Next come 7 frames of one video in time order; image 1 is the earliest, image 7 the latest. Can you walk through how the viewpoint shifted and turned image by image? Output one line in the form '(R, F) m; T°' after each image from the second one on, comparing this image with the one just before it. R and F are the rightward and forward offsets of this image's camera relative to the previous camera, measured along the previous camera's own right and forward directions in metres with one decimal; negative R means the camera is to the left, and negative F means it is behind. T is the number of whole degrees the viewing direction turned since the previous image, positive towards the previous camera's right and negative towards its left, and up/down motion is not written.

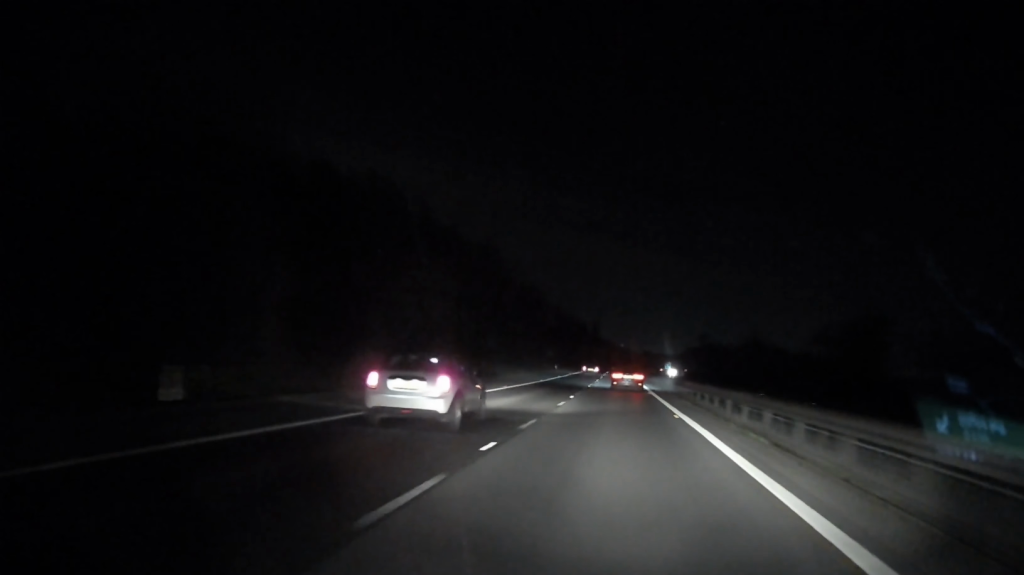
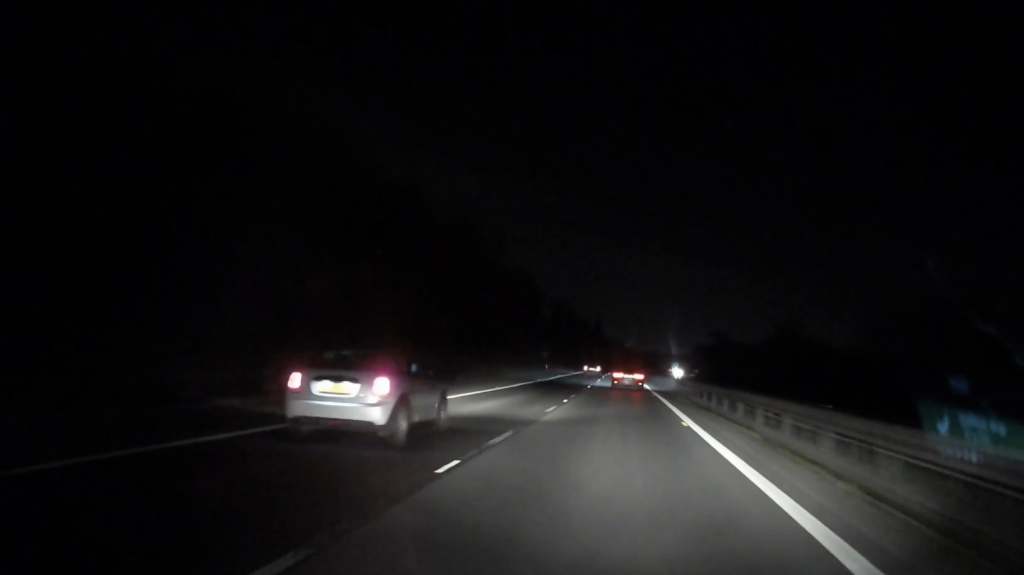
(-0.2, +22.1) m; 0°
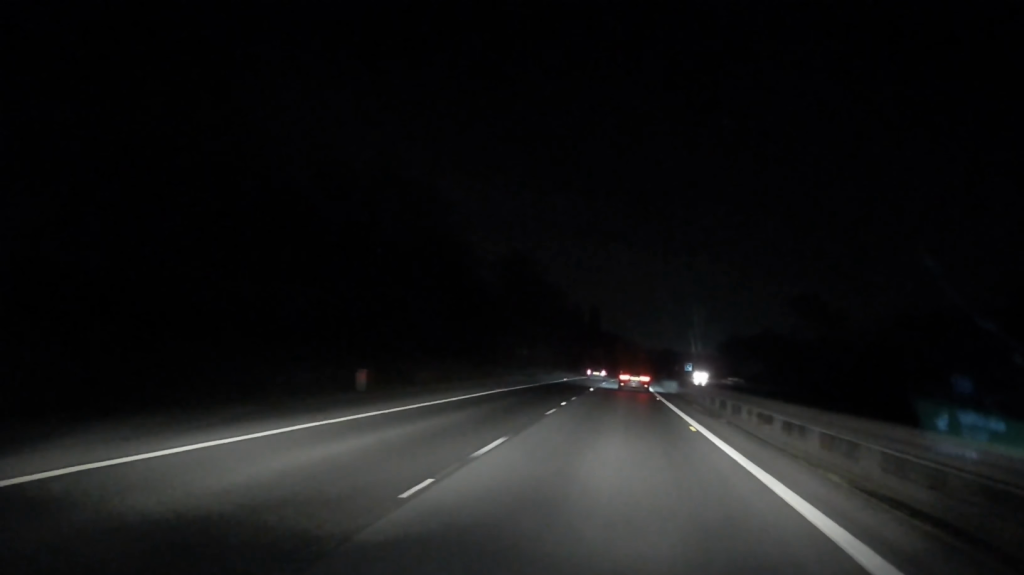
(+0.5, +71.4) m; 0°
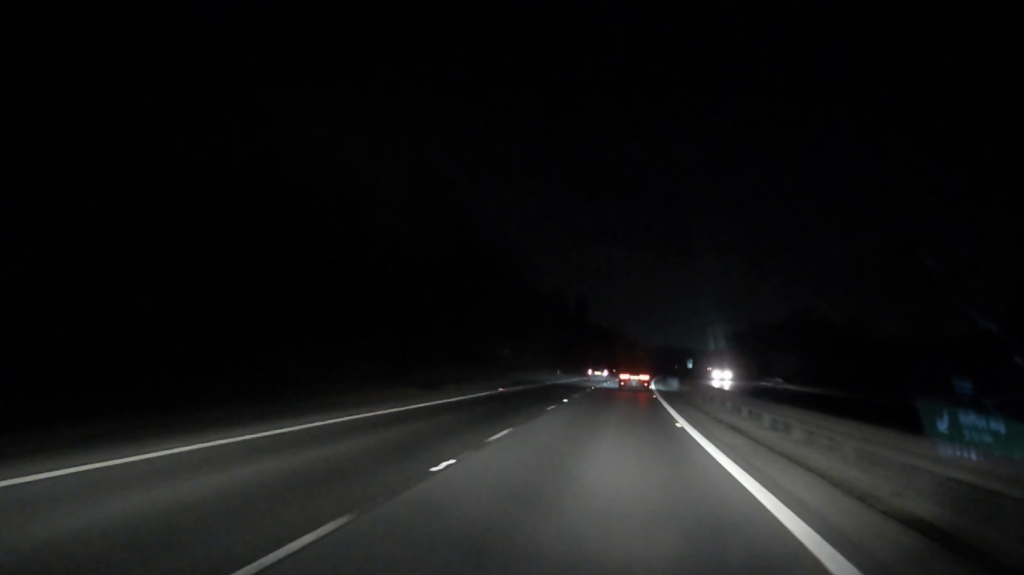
(-0.3, +33.8) m; 0°
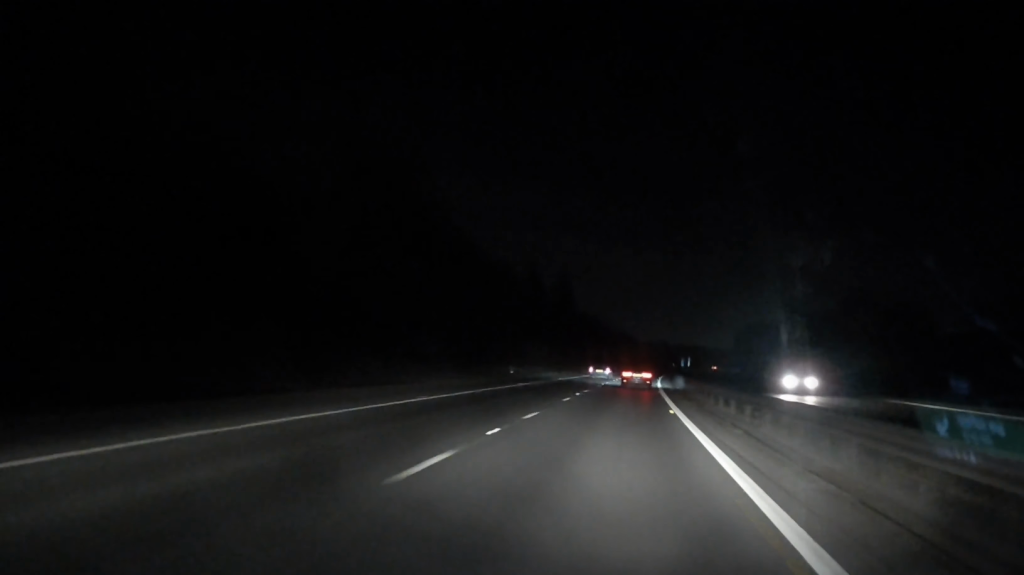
(+0.2, +32.9) m; +1°
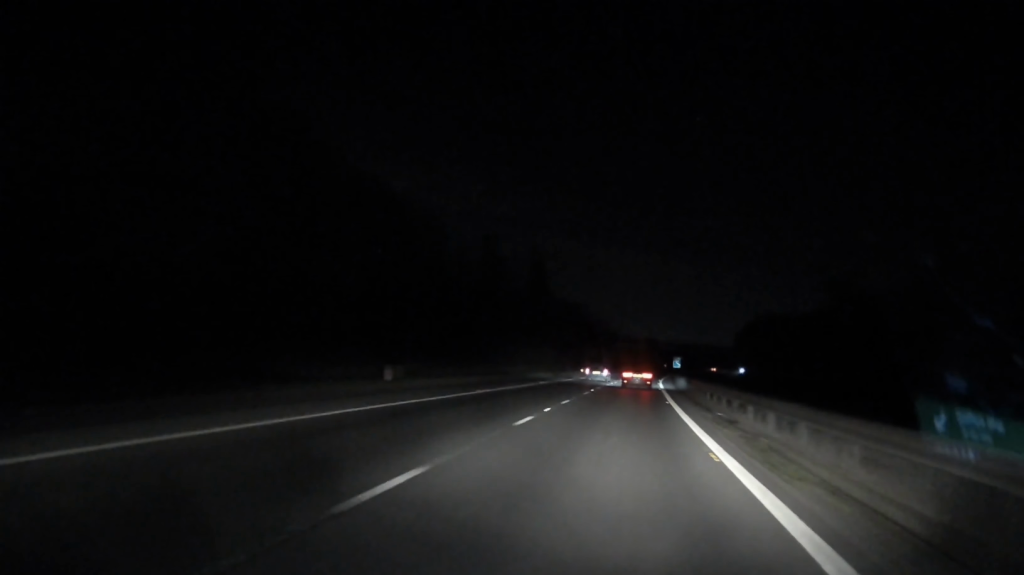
(+0.3, +27.8) m; +1°
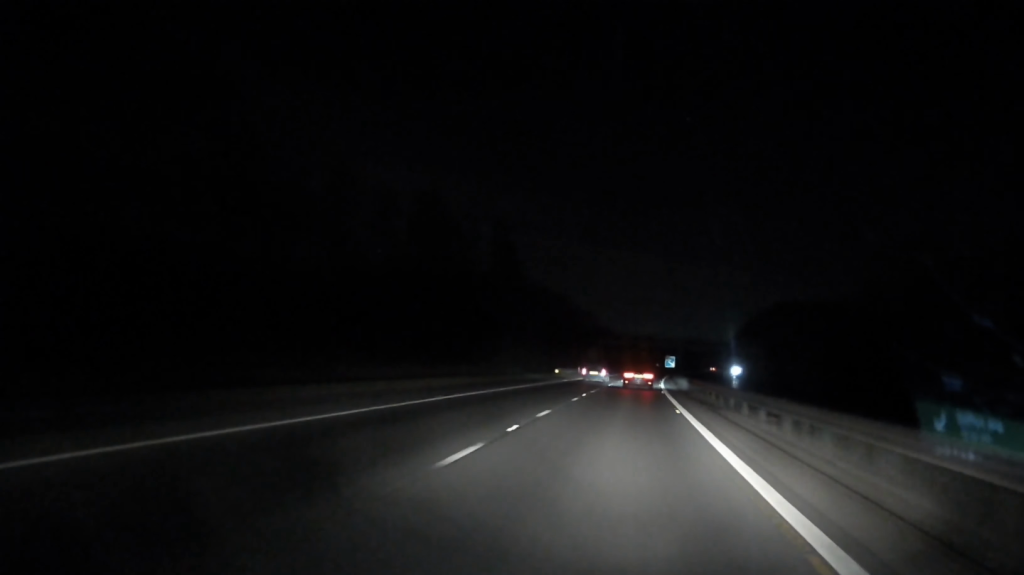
(+0.2, +24.9) m; +1°
